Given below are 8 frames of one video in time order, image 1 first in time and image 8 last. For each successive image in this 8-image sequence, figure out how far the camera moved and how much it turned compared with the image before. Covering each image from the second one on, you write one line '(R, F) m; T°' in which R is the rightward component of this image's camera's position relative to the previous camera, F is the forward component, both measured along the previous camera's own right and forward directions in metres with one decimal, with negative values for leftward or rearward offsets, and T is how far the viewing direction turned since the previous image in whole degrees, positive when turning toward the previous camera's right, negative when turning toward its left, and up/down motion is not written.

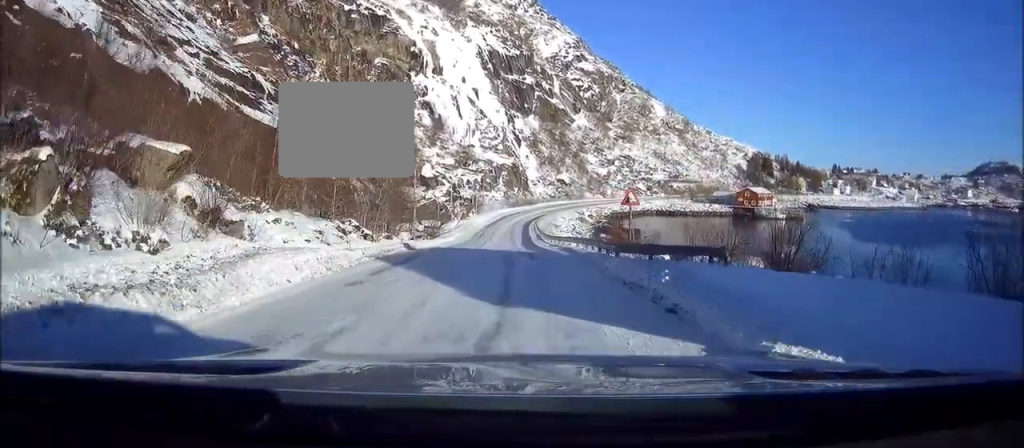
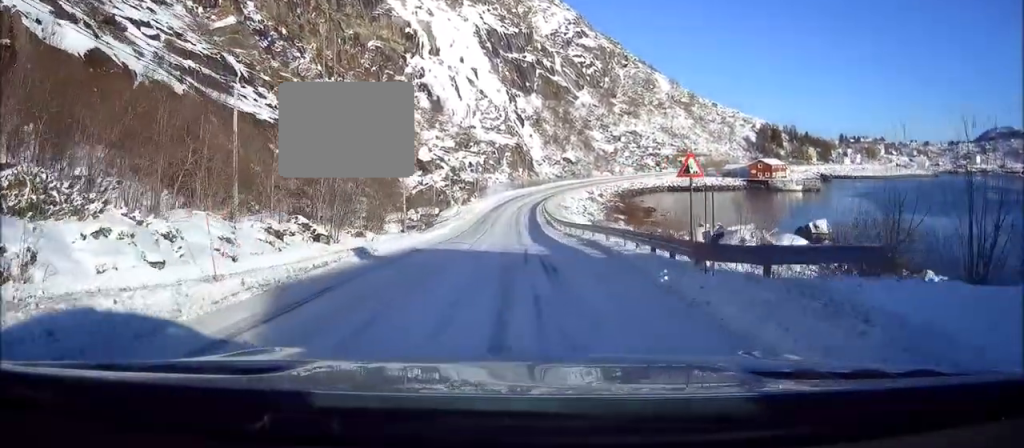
(0.0, +9.8) m; 0°
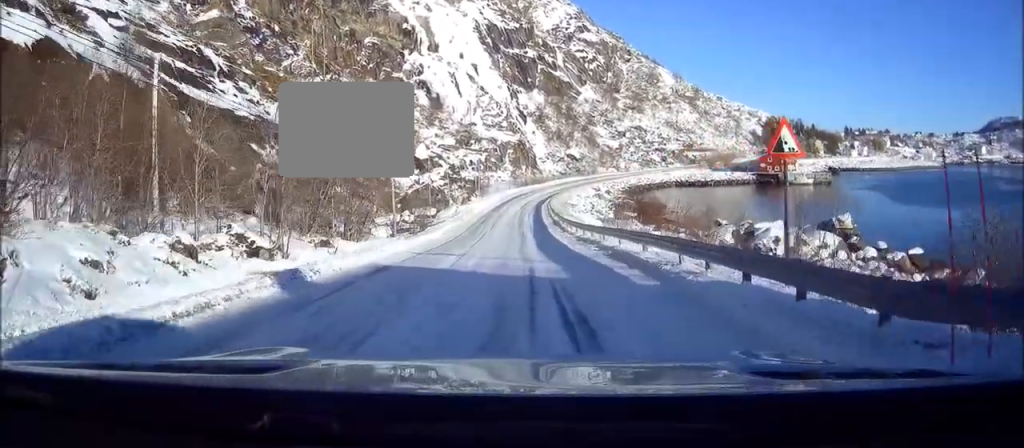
(0.0, +6.9) m; 0°
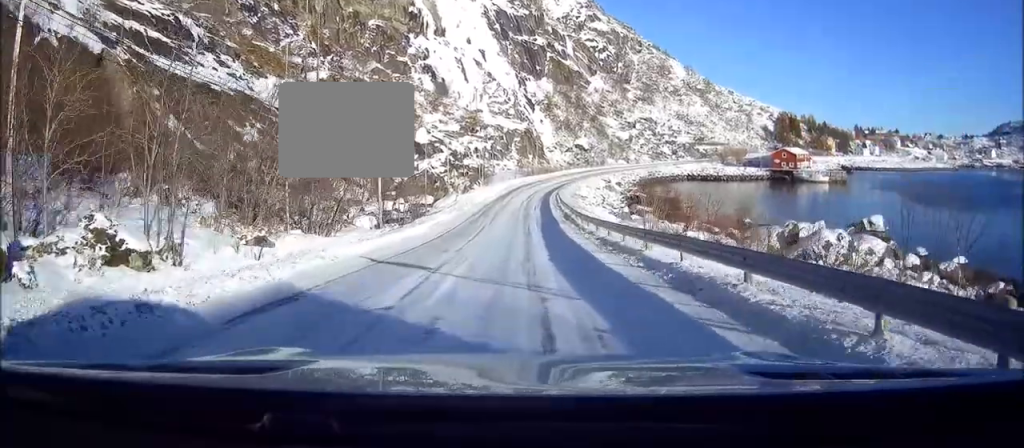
(0.0, +7.8) m; -1°
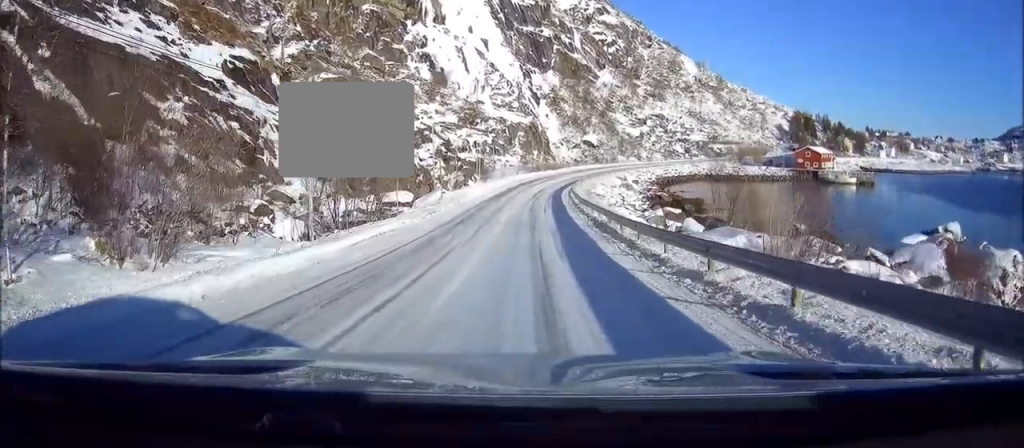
(-0.2, +17.1) m; 0°
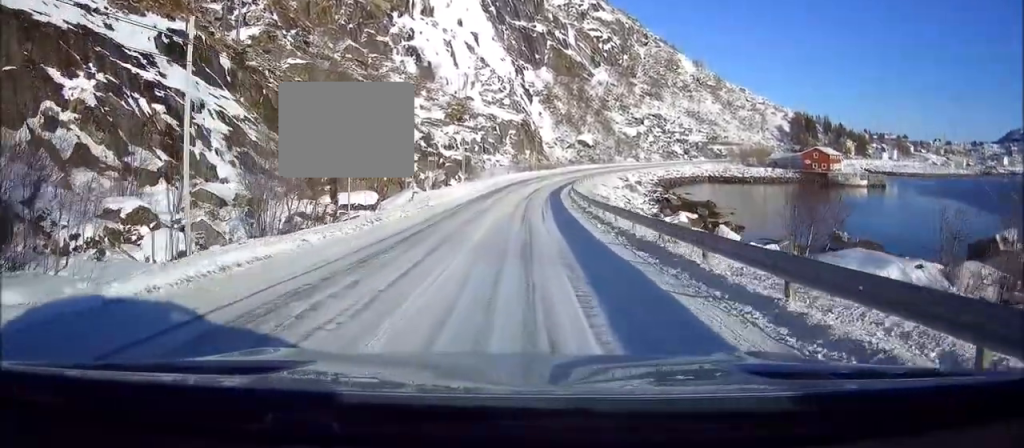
(0.0, +11.9) m; 0°
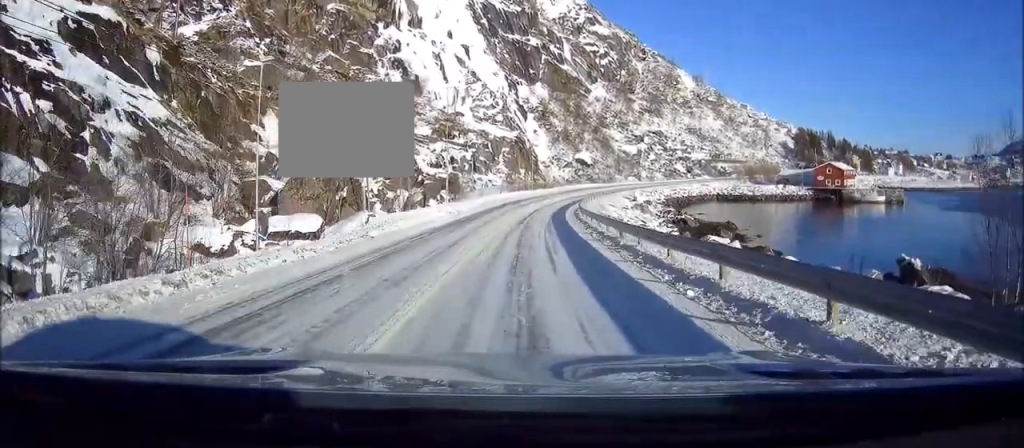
(0.0, +13.2) m; 0°
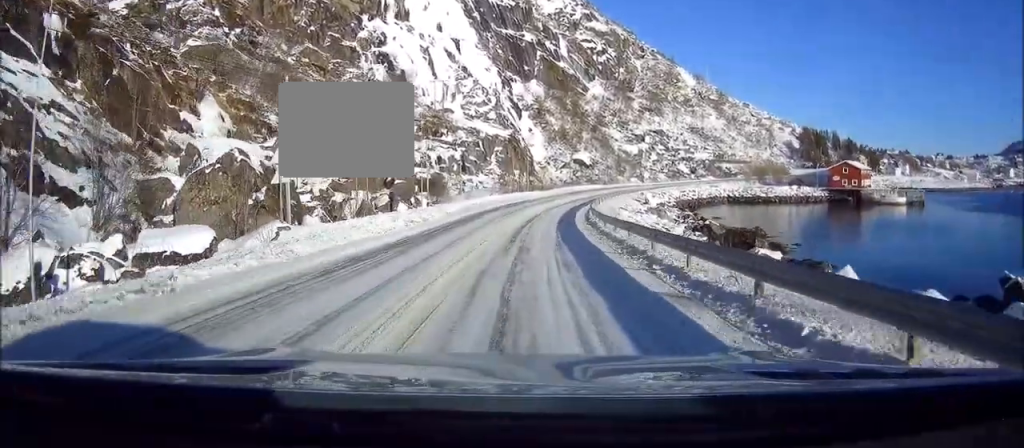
(0.0, +13.6) m; +1°
